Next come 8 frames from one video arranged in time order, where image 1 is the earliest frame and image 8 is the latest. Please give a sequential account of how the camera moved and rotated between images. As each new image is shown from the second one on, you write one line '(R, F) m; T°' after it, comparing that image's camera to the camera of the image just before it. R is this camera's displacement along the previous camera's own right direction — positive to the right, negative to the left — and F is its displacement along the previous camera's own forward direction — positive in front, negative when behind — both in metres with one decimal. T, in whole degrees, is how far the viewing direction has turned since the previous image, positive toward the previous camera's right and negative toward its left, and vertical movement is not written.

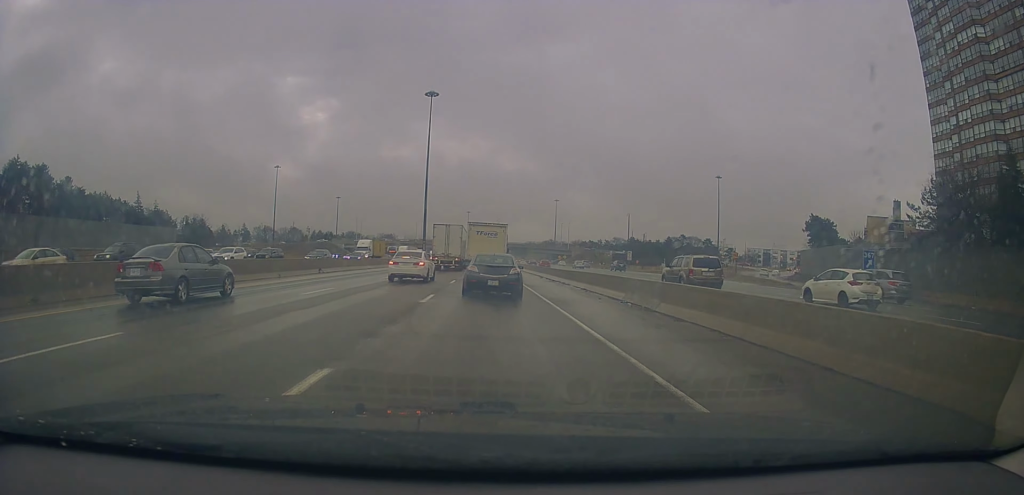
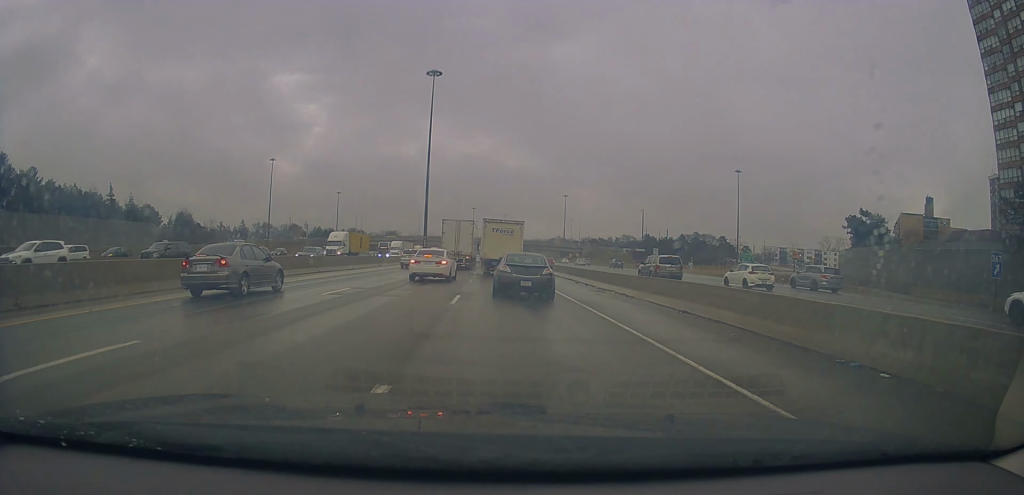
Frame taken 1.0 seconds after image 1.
(0.0, +12.4) m; -3°
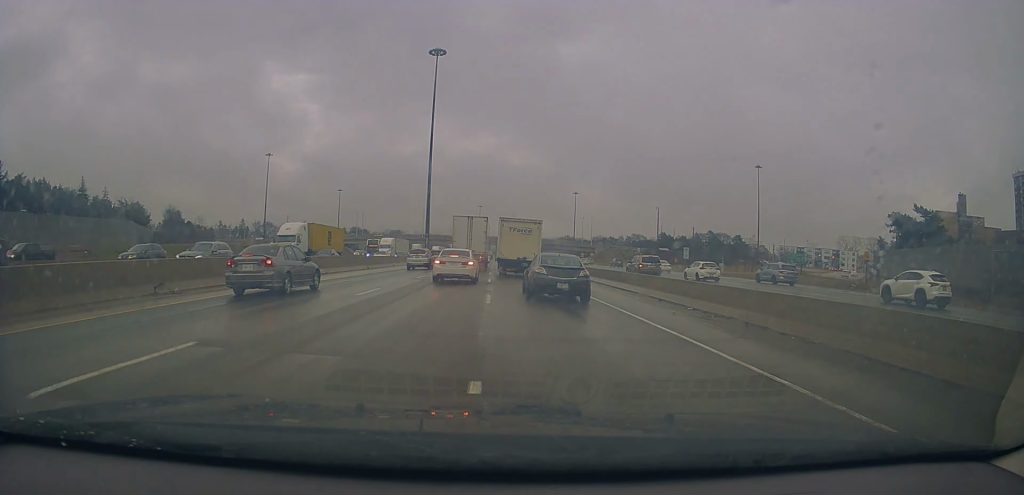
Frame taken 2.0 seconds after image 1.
(-0.6, +11.9) m; 0°
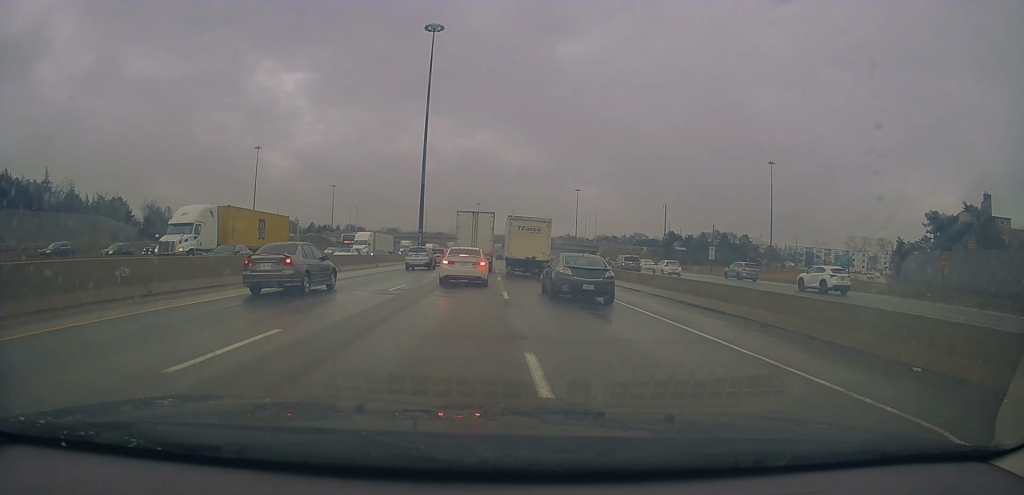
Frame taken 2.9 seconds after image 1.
(+0.5, +10.9) m; +1°
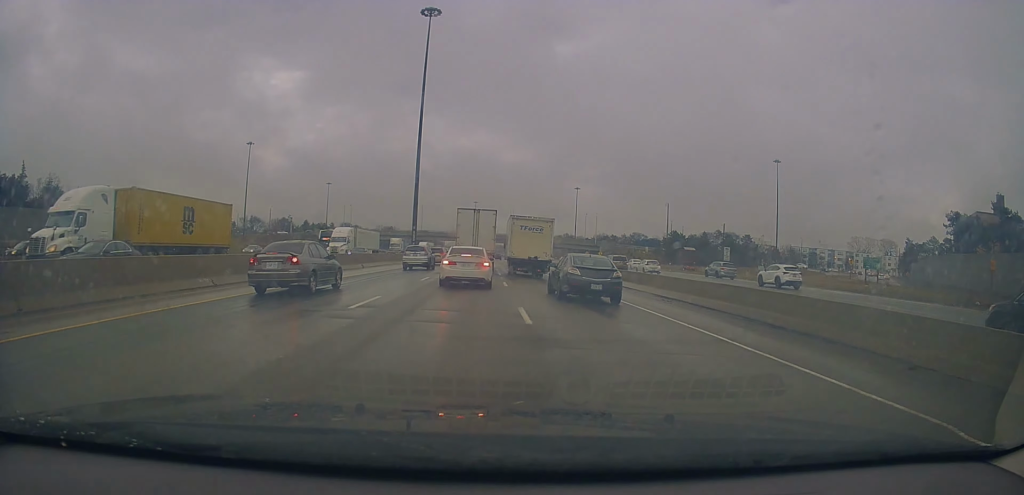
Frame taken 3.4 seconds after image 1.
(0.0, +5.9) m; 0°
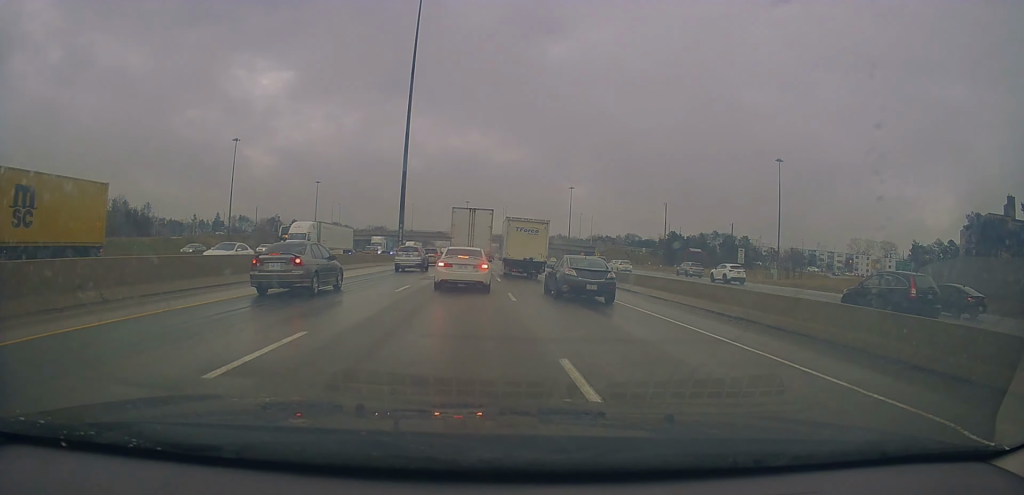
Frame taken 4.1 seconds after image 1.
(-0.4, +7.1) m; 0°
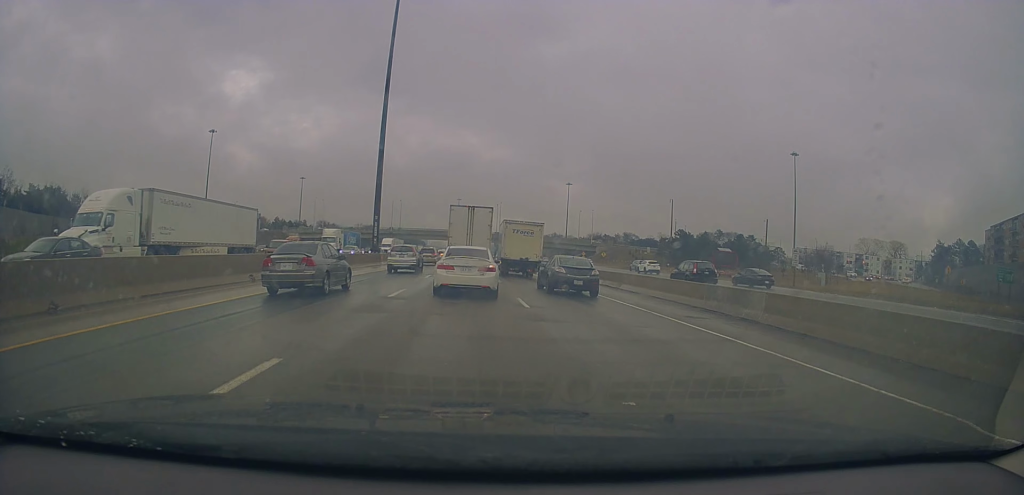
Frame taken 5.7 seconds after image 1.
(+0.3, +14.3) m; +1°
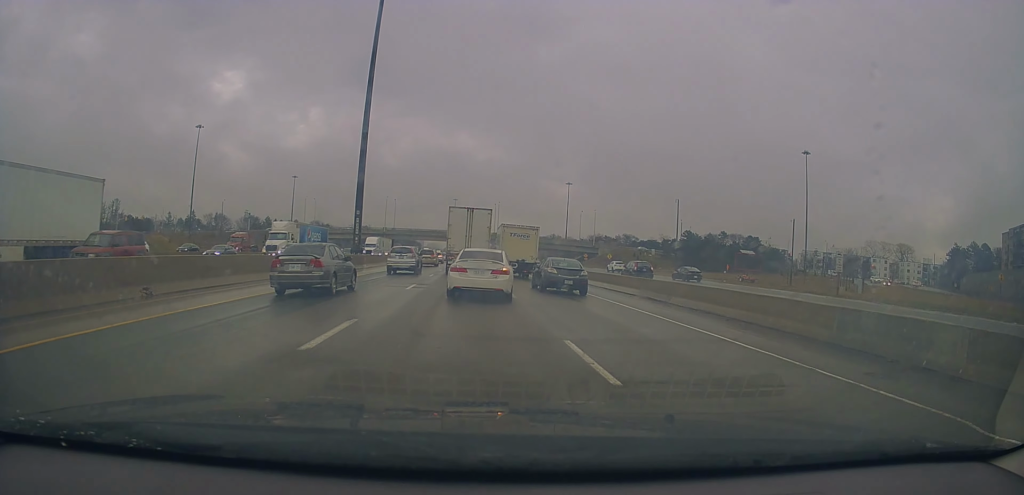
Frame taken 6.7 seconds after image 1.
(0.0, +8.6) m; 0°
